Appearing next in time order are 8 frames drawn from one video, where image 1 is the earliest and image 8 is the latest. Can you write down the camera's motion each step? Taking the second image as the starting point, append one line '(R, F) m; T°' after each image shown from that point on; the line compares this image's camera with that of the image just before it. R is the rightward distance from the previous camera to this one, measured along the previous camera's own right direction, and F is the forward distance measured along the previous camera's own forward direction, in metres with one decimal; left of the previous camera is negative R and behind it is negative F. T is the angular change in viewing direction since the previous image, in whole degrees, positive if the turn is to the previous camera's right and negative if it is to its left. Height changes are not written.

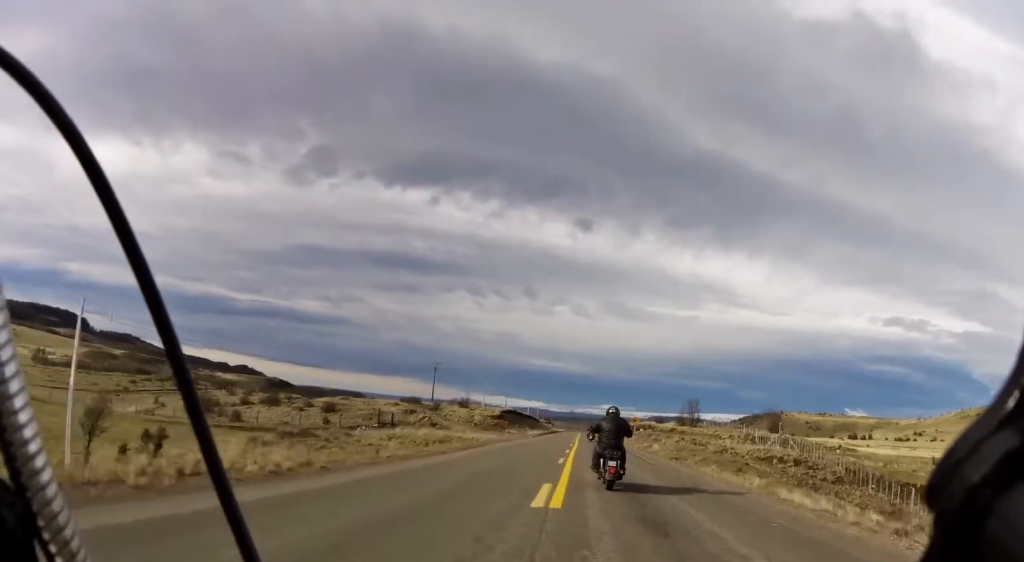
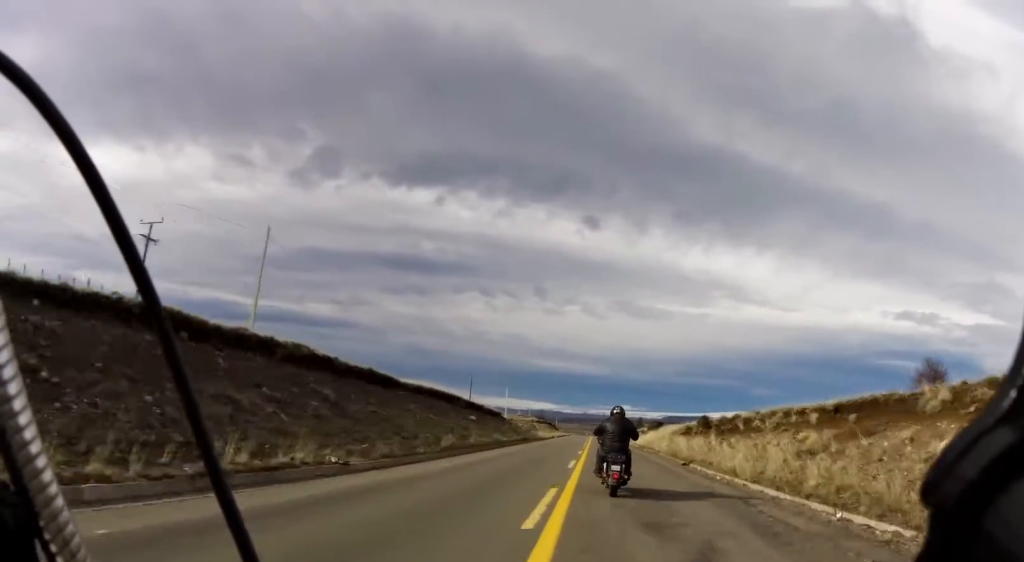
(-2.3, +81.6) m; -1°
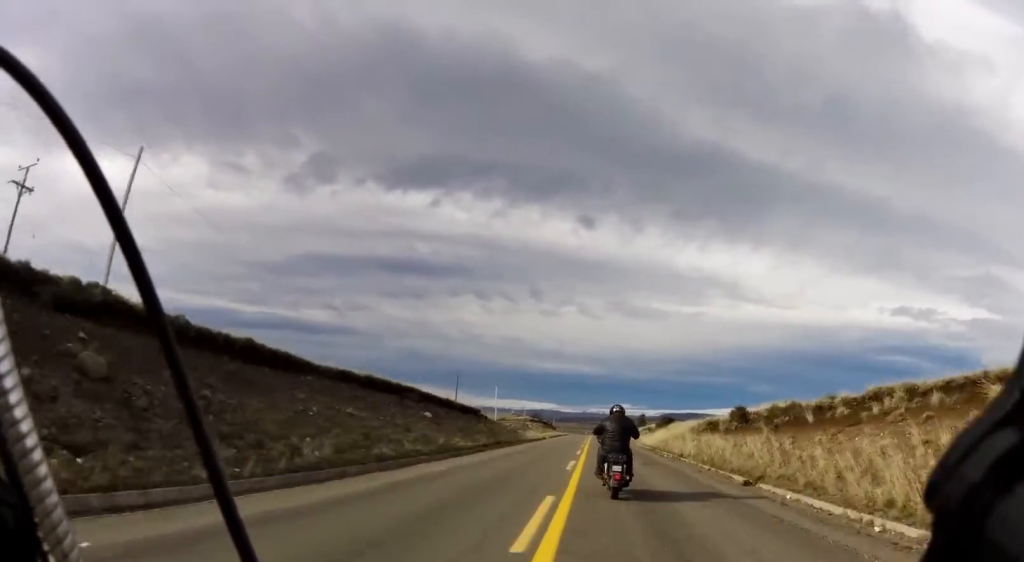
(+0.3, +12.1) m; 0°
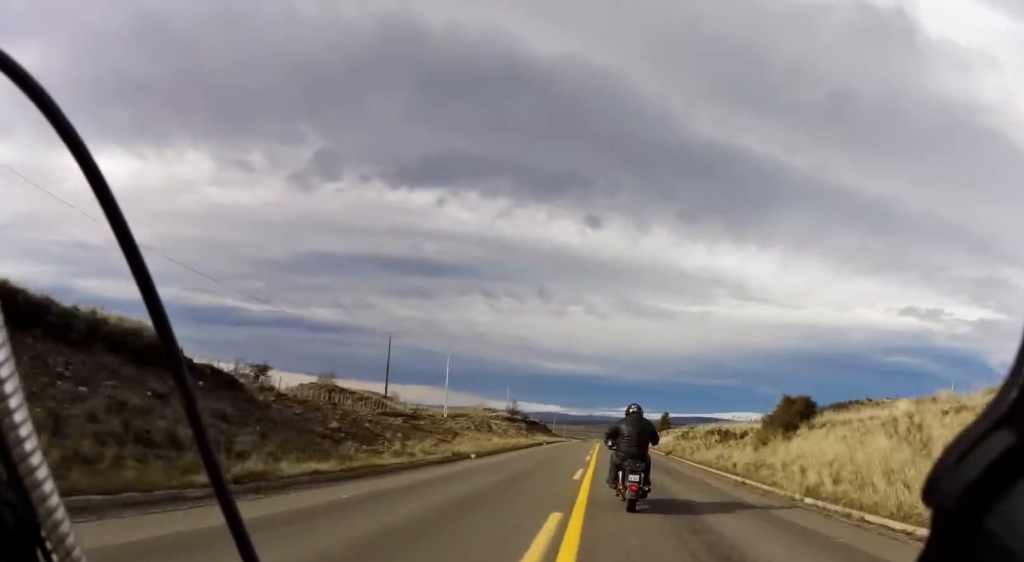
(-0.2, +46.9) m; 0°
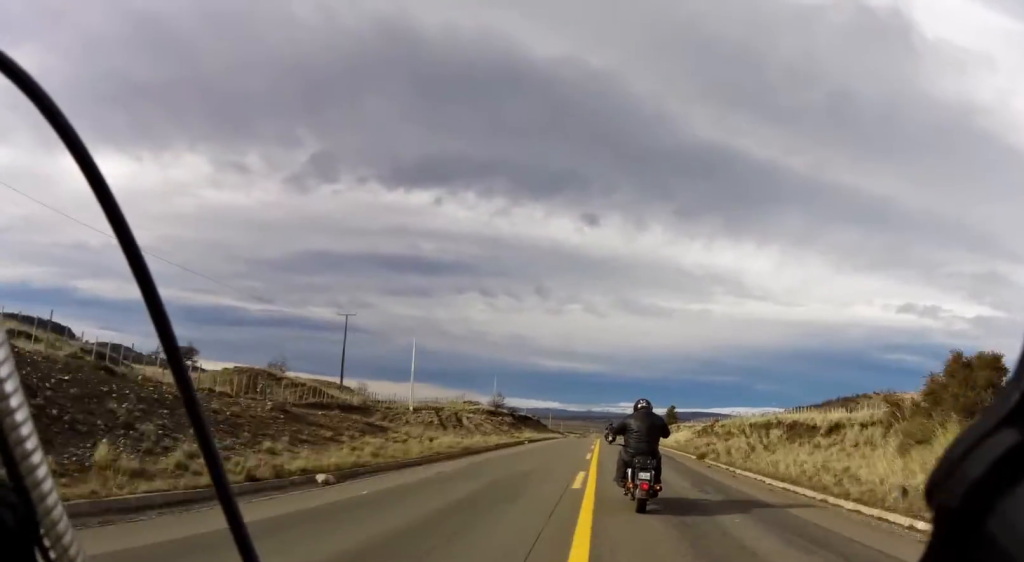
(+0.2, +14.5) m; 0°
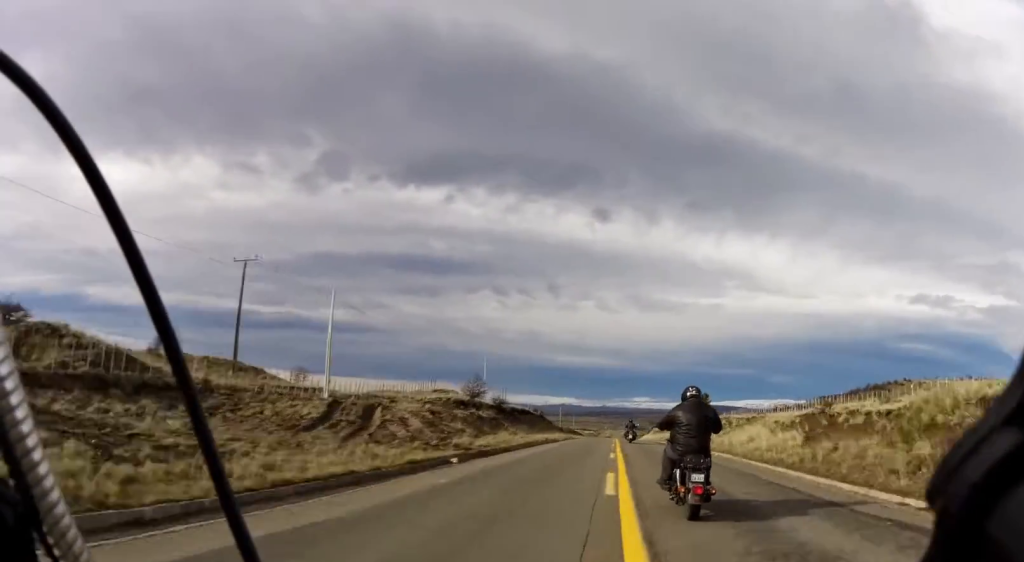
(-0.5, +24.4) m; 0°
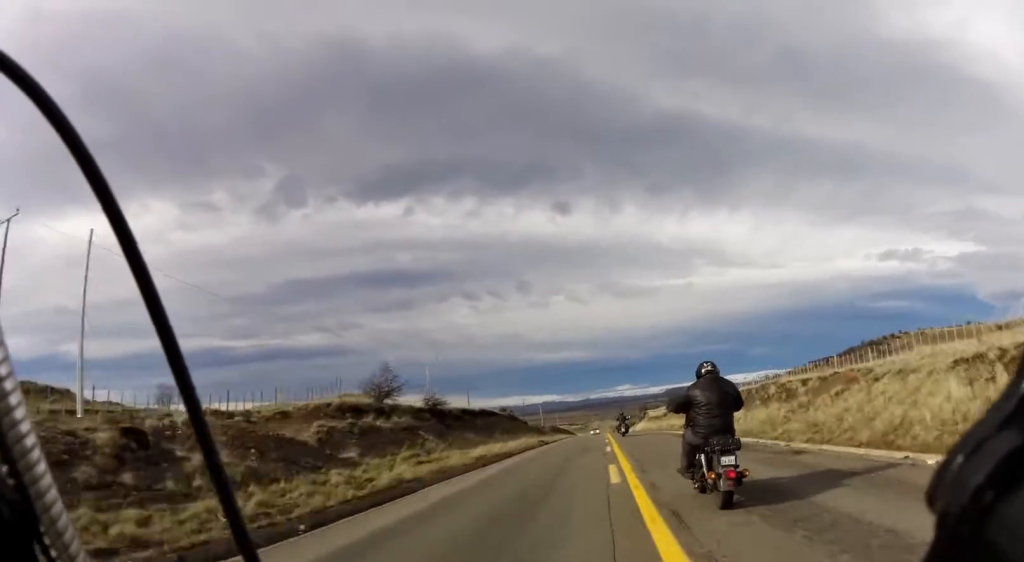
(+0.3, +22.6) m; 0°
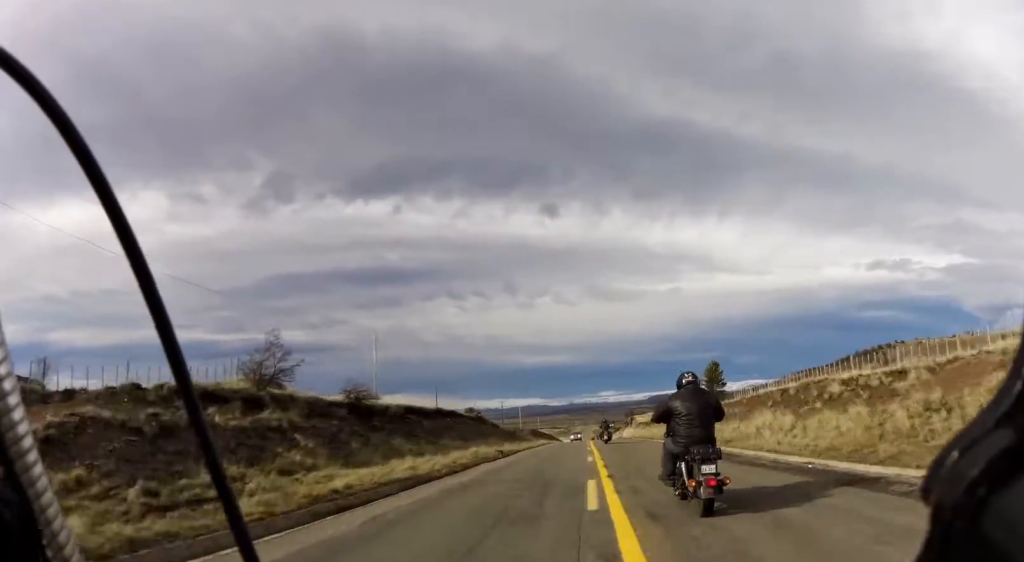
(+0.1, +13.8) m; 0°
